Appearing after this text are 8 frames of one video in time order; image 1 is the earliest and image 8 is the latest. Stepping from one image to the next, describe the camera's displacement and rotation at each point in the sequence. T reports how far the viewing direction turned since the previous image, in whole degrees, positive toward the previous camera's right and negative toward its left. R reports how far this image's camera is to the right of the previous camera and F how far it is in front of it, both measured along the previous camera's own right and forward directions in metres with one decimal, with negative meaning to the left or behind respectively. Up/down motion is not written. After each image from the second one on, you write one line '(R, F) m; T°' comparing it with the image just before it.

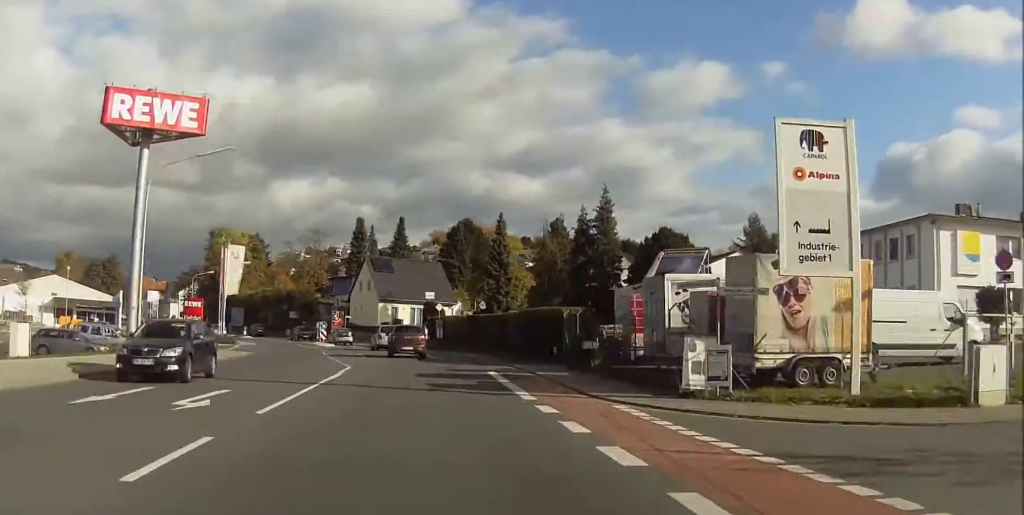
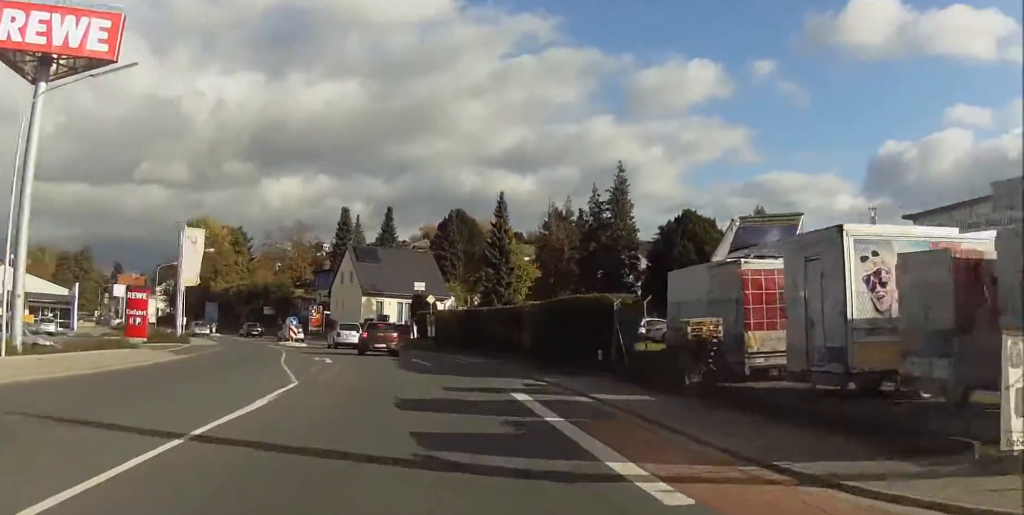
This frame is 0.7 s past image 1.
(-0.3, +10.5) m; -2°
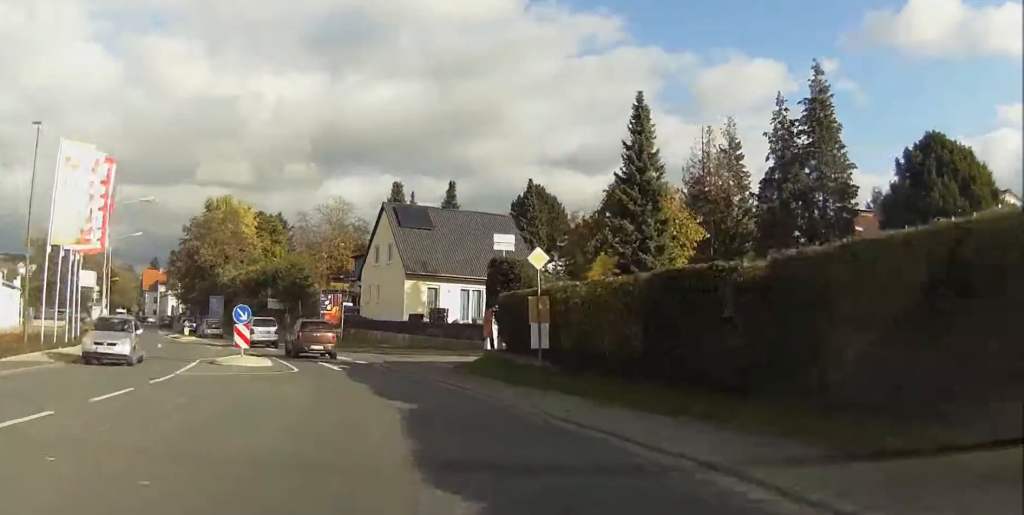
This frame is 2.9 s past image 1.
(+0.3, +28.5) m; +4°
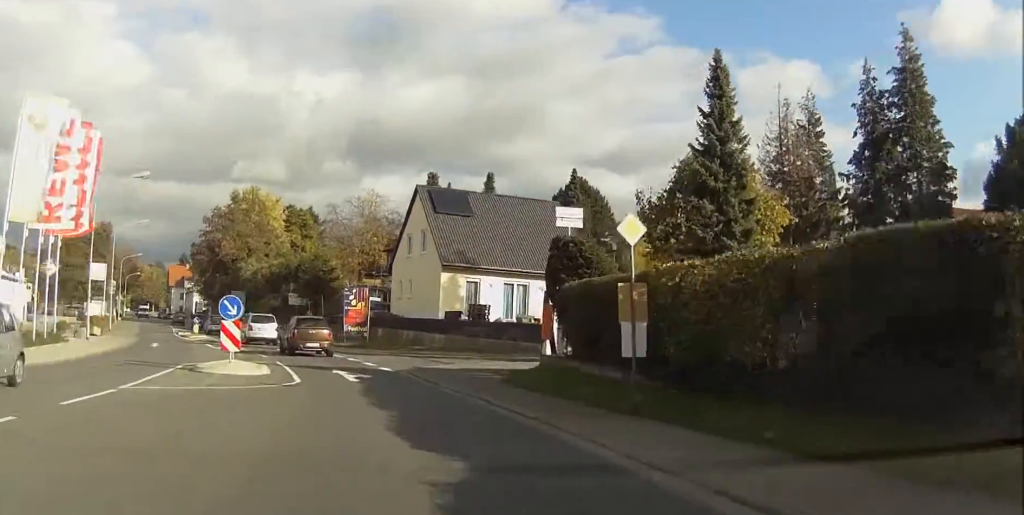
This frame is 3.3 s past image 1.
(+0.3, +6.7) m; +1°
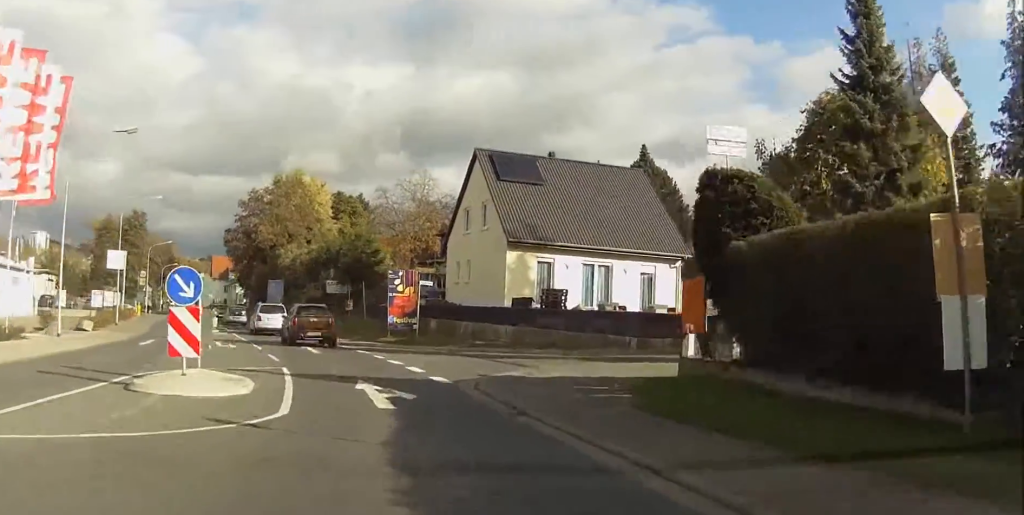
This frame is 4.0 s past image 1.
(-0.3, +7.8) m; -5°
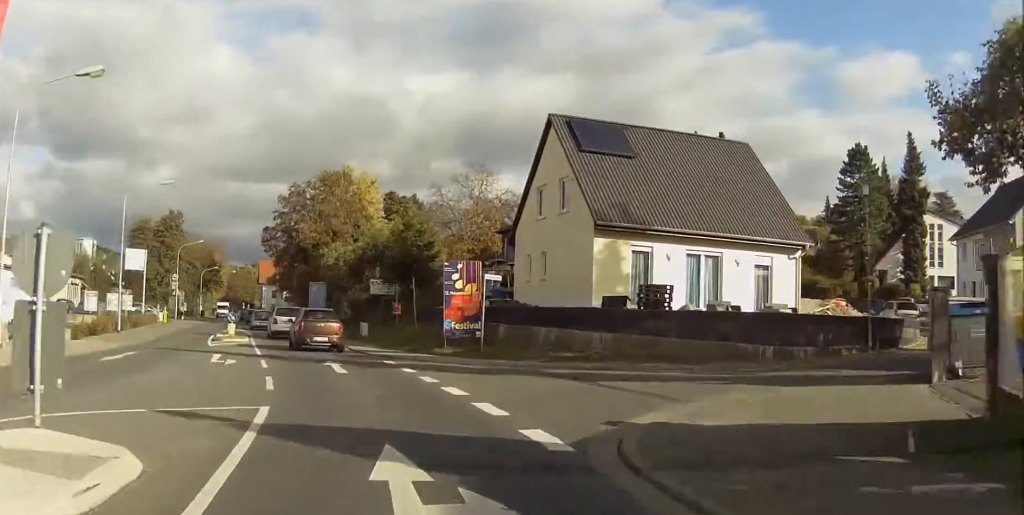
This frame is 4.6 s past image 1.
(-0.2, +7.6) m; -5°
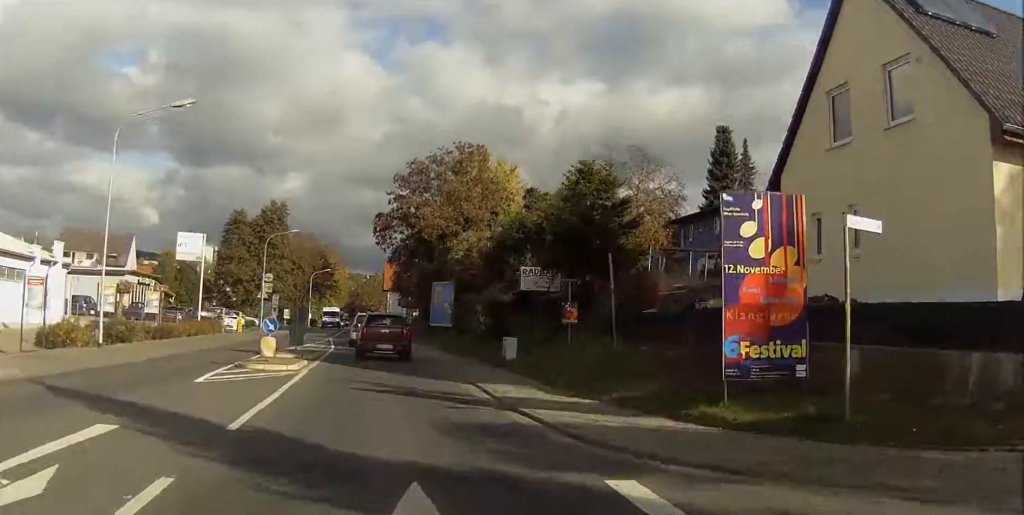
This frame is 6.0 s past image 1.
(-1.8, +16.5) m; -9°
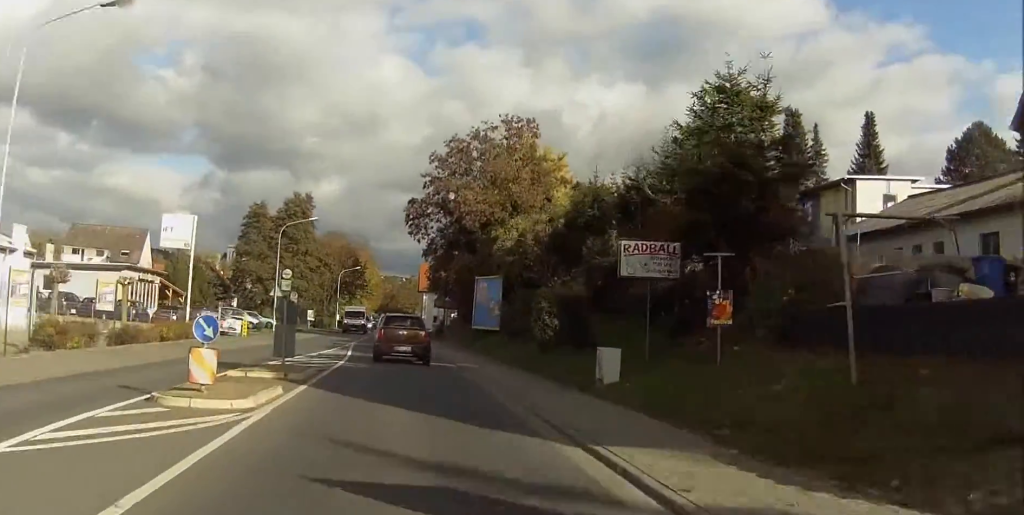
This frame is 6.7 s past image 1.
(-0.2, +10.2) m; -2°
